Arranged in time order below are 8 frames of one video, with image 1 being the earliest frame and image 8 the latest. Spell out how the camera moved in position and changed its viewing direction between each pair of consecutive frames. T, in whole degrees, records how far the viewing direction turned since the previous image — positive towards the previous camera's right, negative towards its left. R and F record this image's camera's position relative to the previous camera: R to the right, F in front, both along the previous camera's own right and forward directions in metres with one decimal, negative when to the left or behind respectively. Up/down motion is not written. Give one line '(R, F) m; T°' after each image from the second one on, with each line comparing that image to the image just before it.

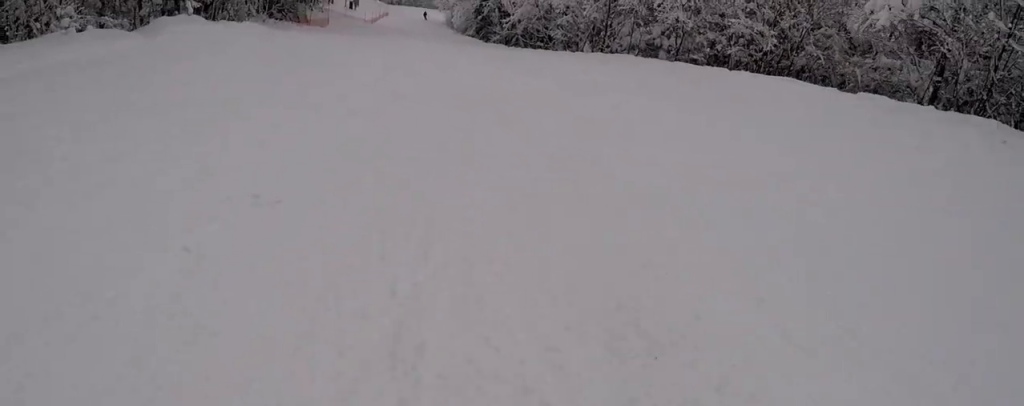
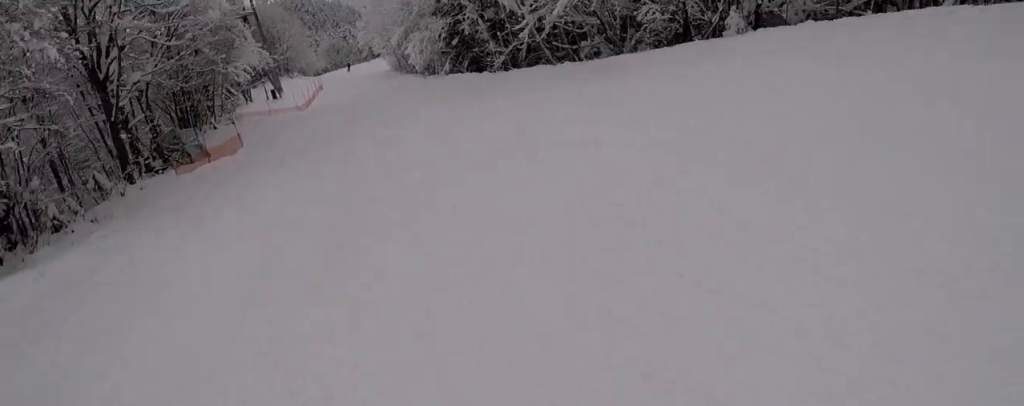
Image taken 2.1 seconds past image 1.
(-2.8, +20.4) m; -4°
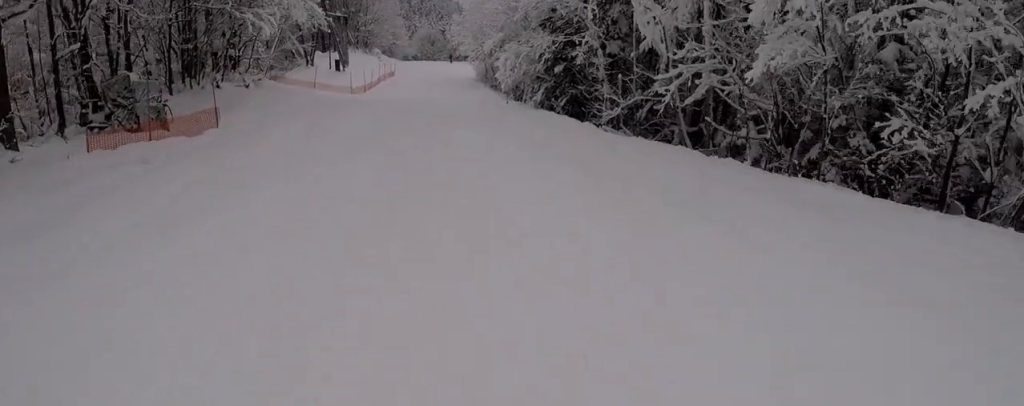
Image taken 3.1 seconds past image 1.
(+0.8, +10.0) m; +7°
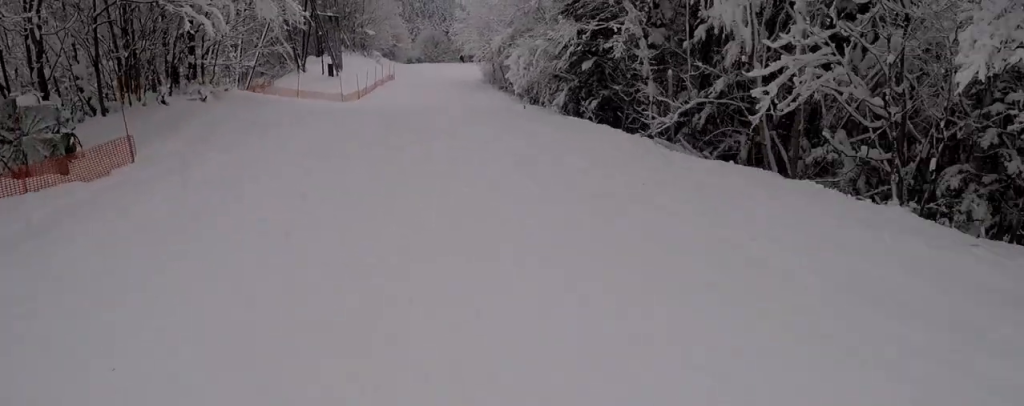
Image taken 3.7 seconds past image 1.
(+0.7, +6.0) m; 0°
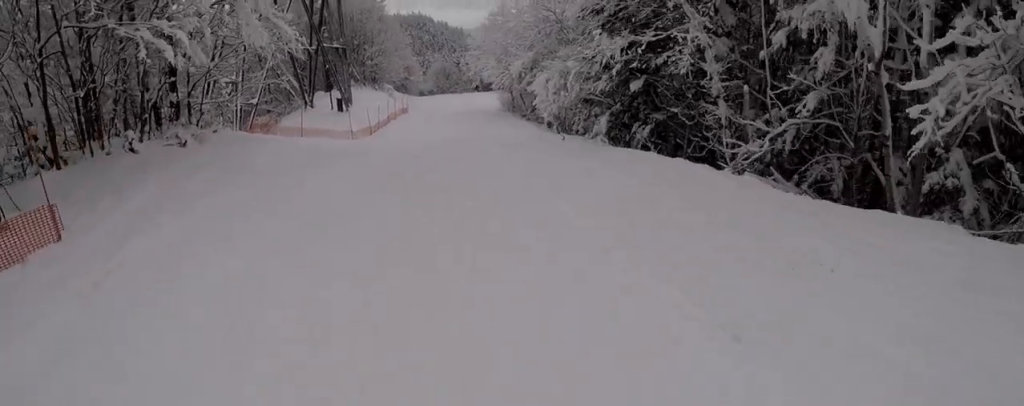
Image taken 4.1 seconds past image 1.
(-0.3, +4.4) m; -2°
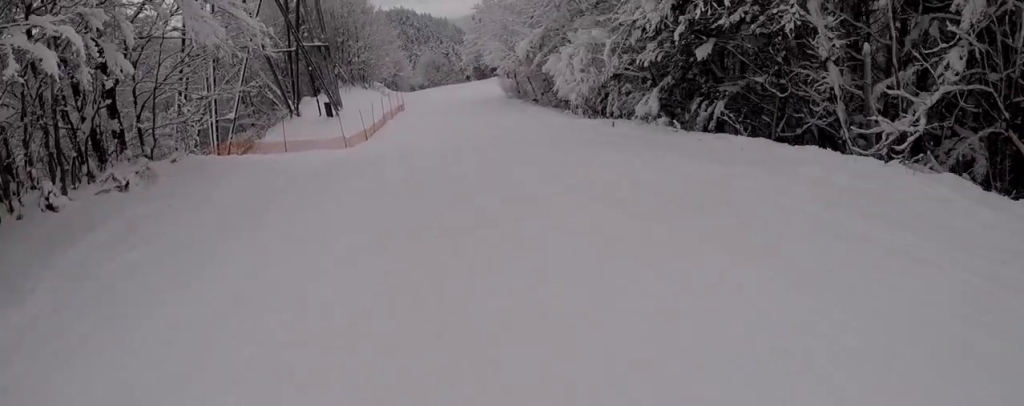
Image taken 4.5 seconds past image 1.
(-0.4, +5.0) m; -3°
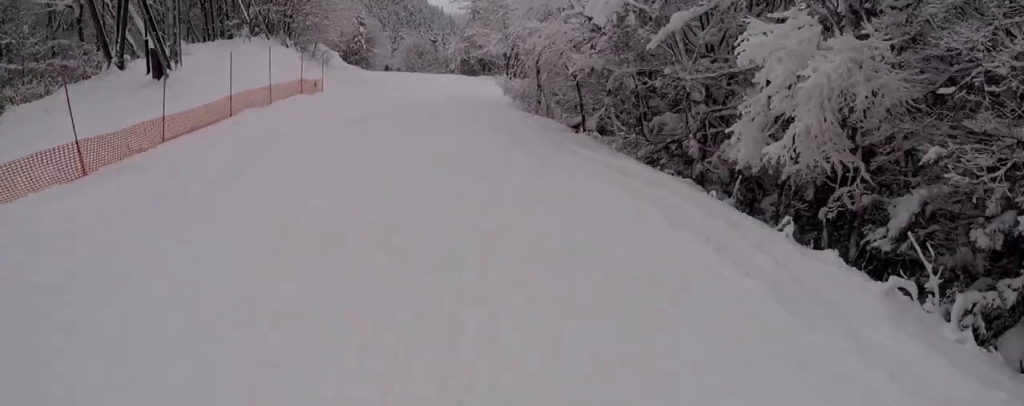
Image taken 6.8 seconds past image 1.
(-0.6, +24.8) m; +1°
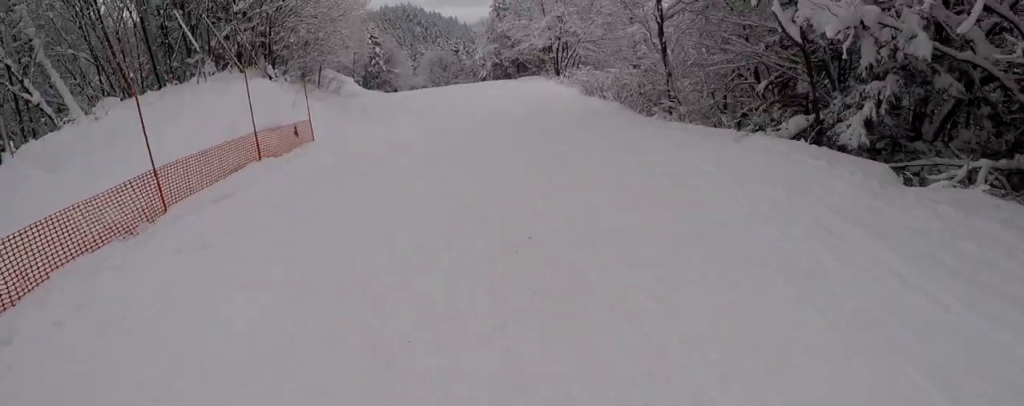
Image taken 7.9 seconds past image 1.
(+0.4, +11.9) m; -3°
